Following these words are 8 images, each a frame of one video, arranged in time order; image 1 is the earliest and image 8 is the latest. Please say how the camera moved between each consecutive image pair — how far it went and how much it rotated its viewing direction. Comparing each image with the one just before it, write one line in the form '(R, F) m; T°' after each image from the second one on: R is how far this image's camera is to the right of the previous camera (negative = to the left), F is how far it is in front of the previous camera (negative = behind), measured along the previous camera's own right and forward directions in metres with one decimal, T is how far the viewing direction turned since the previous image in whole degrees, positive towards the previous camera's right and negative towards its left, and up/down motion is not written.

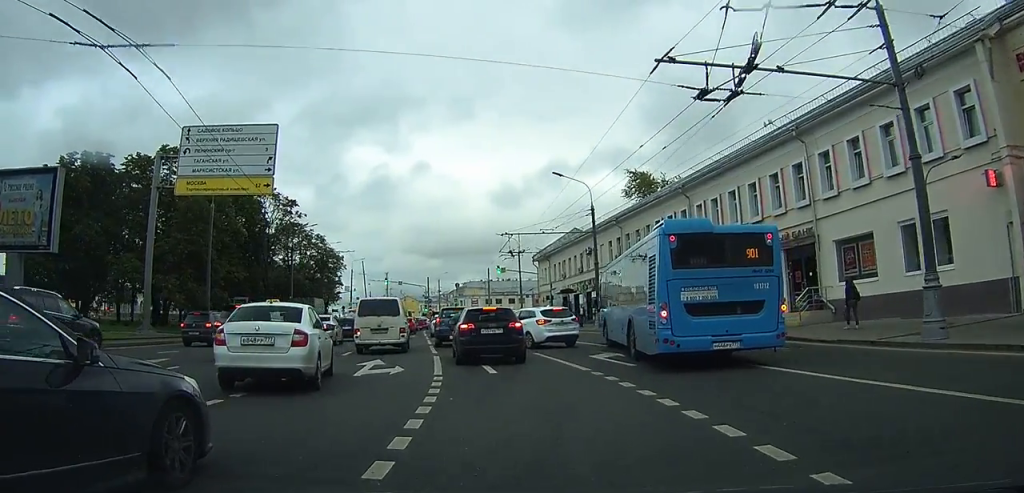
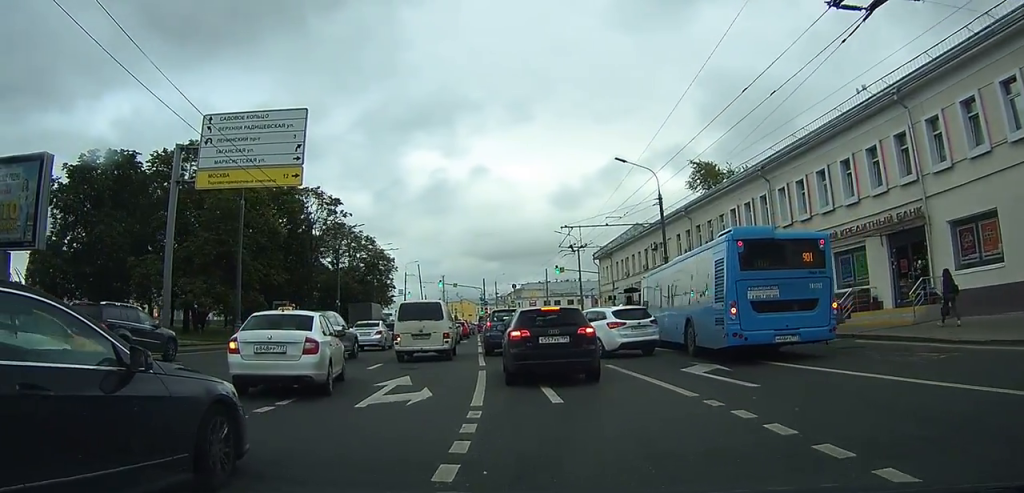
(-0.1, +5.1) m; -3°
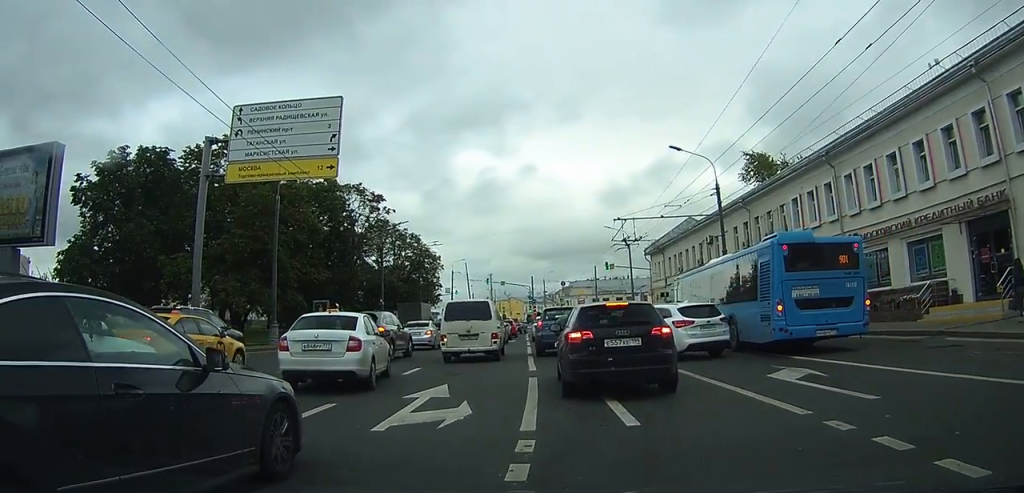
(-0.1, +2.6) m; -1°
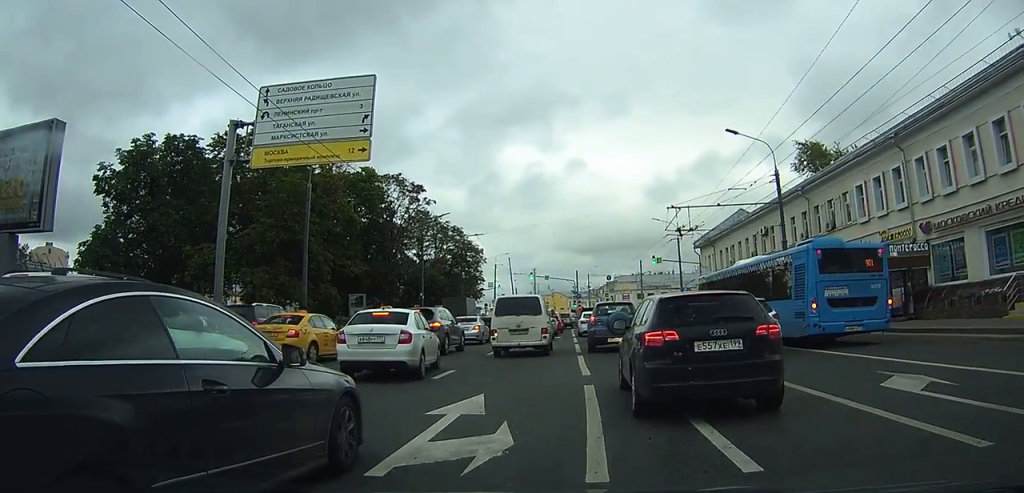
(0.0, +2.5) m; -3°
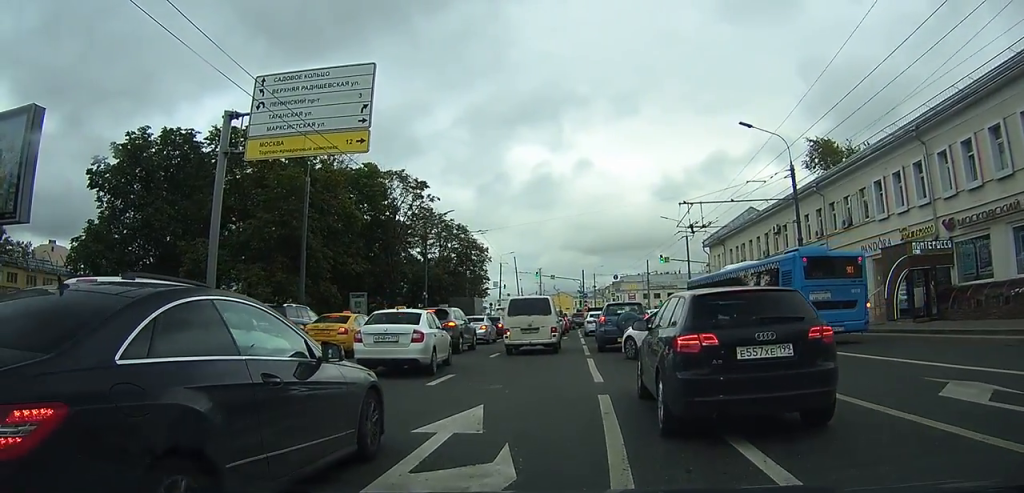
(-0.1, +1.7) m; -2°
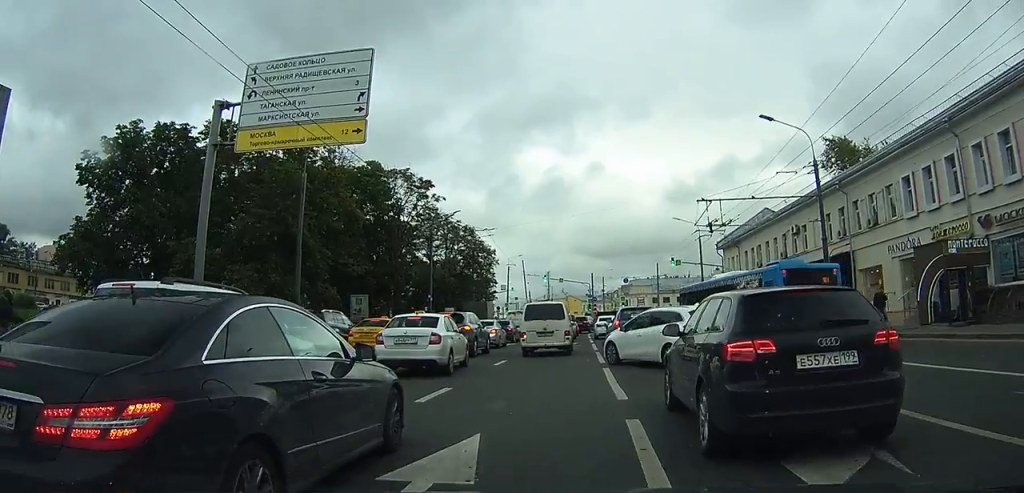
(-0.1, +2.6) m; -2°
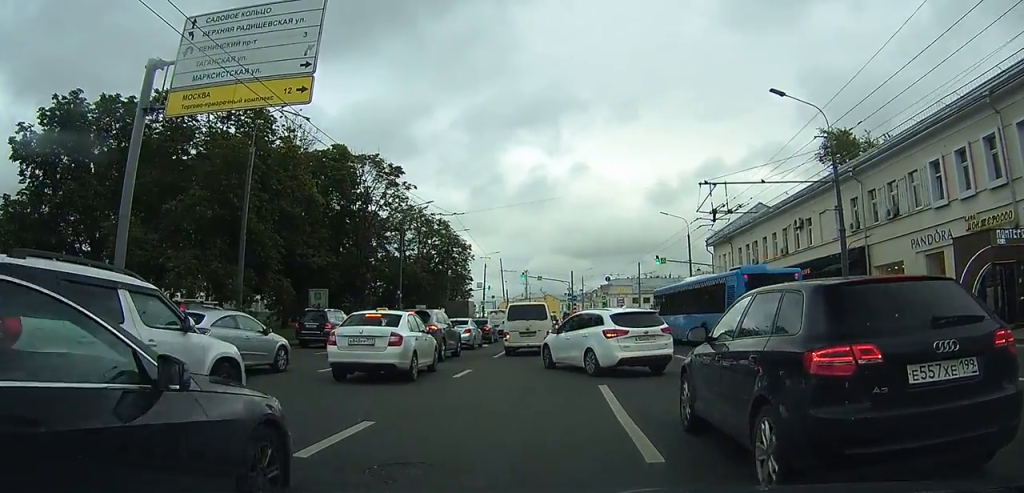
(0.0, +3.9) m; 0°
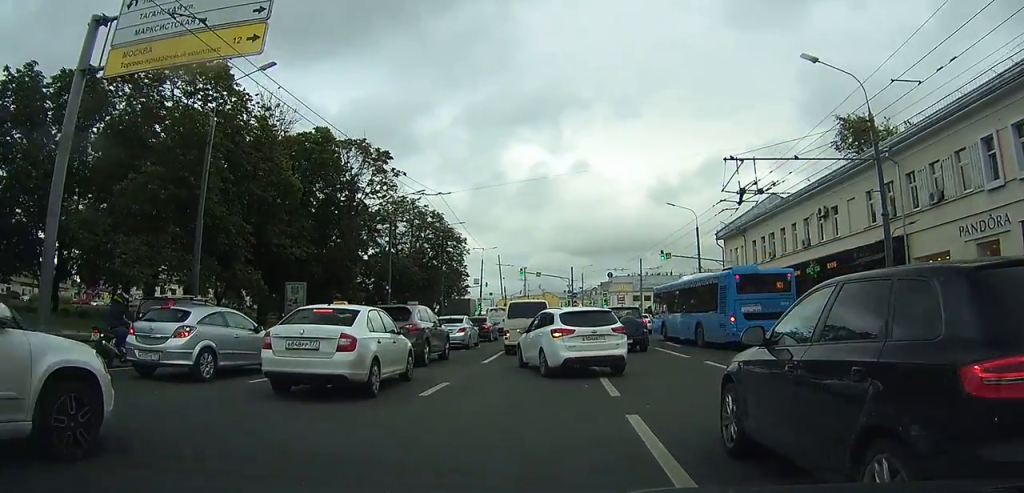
(0.0, +3.5) m; +1°
